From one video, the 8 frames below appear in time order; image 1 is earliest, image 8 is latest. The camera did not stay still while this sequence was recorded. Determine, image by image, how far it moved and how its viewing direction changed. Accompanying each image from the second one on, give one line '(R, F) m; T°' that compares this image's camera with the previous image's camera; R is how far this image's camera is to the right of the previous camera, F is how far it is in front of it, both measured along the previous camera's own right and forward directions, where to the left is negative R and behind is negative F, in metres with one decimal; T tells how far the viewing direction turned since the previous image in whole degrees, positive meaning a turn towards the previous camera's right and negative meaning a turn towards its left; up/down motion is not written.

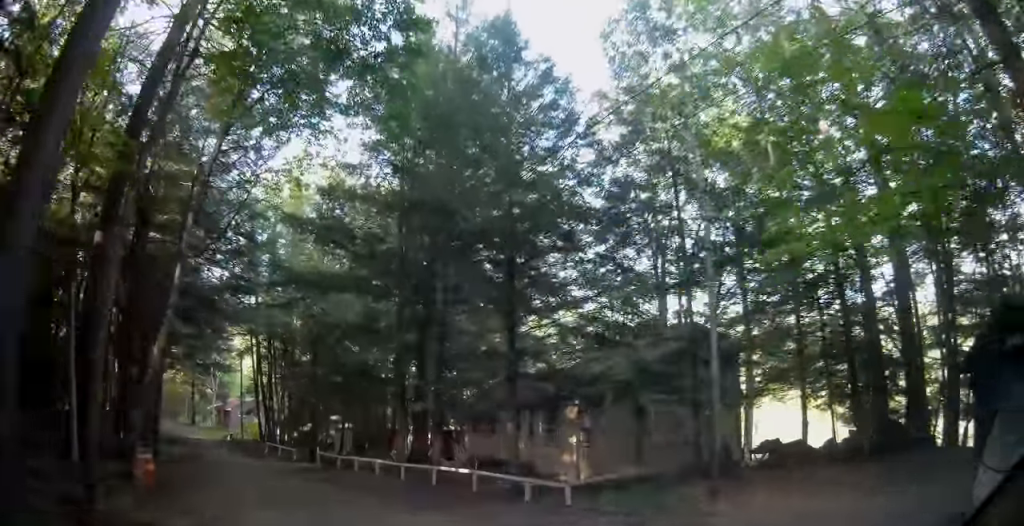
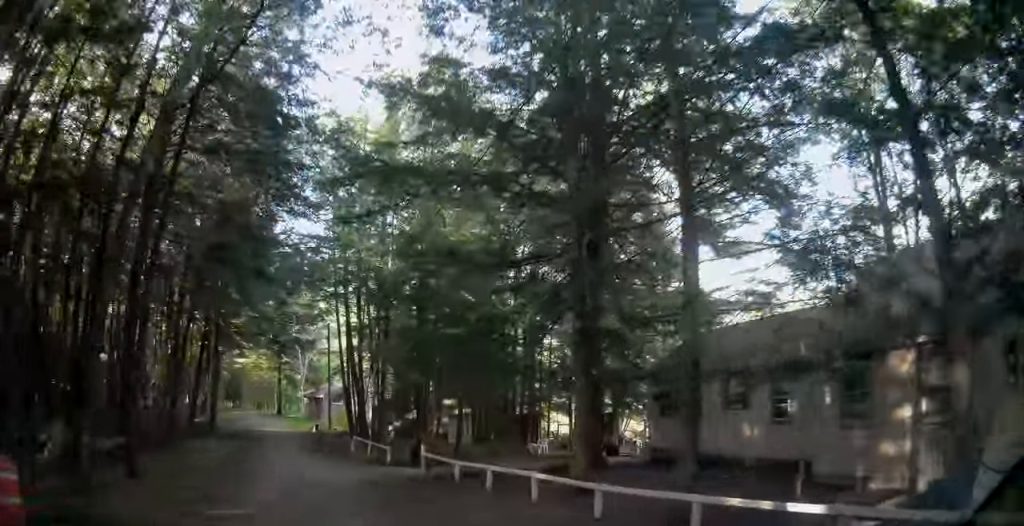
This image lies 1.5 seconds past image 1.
(-0.7, +9.5) m; -11°
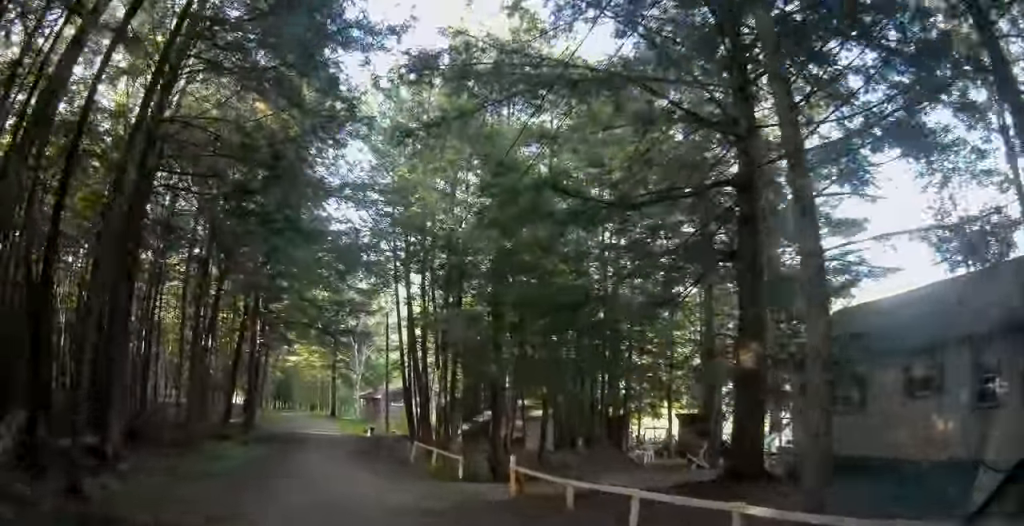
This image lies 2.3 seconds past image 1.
(-0.2, +4.4) m; -8°
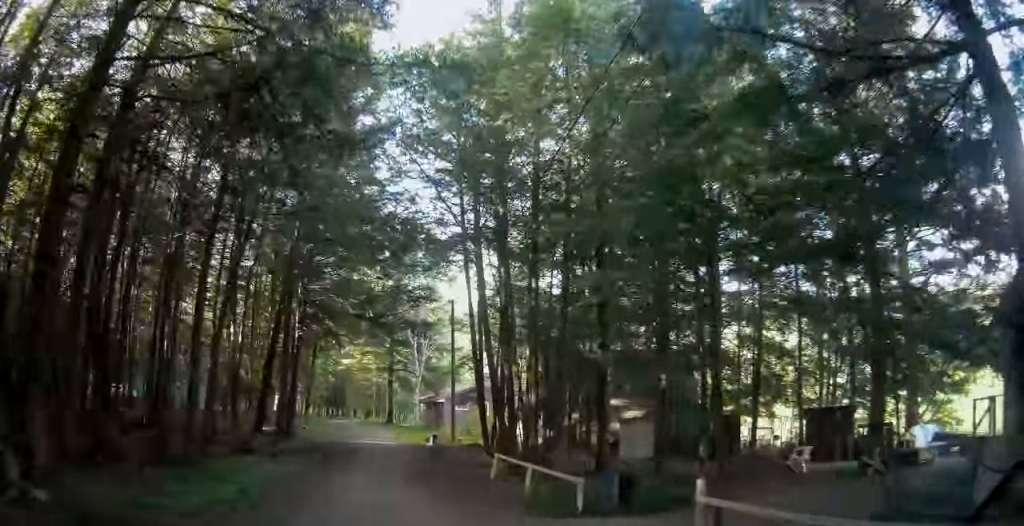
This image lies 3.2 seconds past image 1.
(-0.6, +5.3) m; -6°
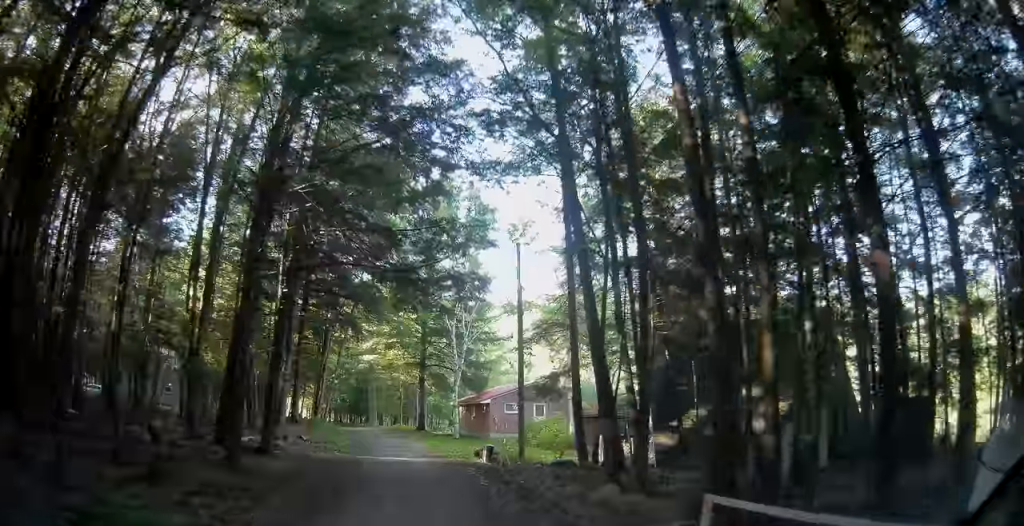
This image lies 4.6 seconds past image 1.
(-0.2, +10.5) m; -2°
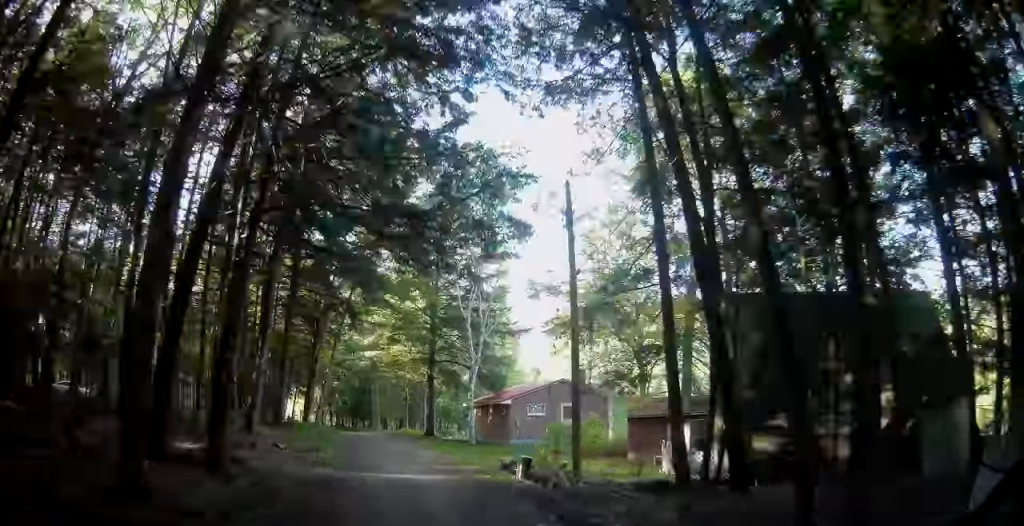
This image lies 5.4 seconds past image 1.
(-0.1, +5.8) m; 0°
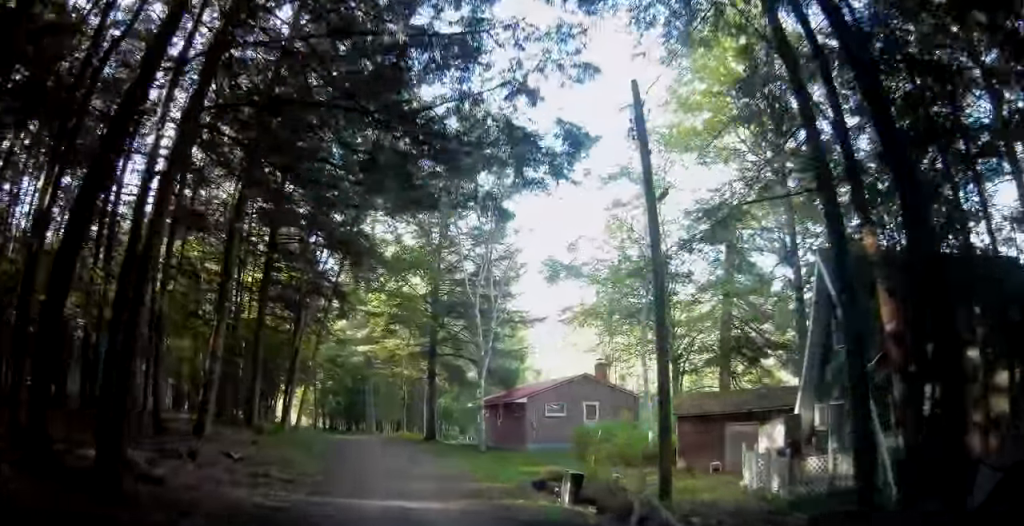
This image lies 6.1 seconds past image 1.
(0.0, +5.2) m; +1°
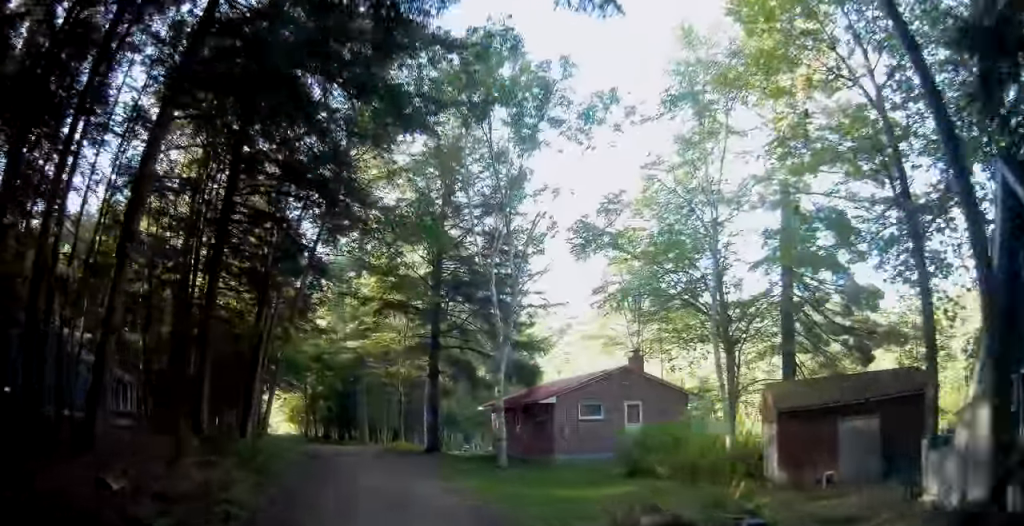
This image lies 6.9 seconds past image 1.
(+0.1, +6.8) m; -2°
